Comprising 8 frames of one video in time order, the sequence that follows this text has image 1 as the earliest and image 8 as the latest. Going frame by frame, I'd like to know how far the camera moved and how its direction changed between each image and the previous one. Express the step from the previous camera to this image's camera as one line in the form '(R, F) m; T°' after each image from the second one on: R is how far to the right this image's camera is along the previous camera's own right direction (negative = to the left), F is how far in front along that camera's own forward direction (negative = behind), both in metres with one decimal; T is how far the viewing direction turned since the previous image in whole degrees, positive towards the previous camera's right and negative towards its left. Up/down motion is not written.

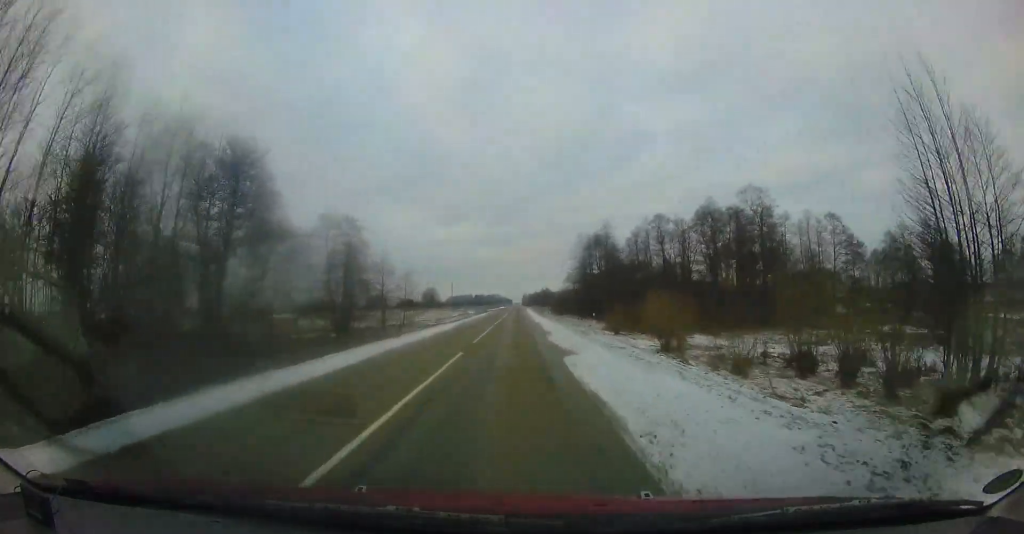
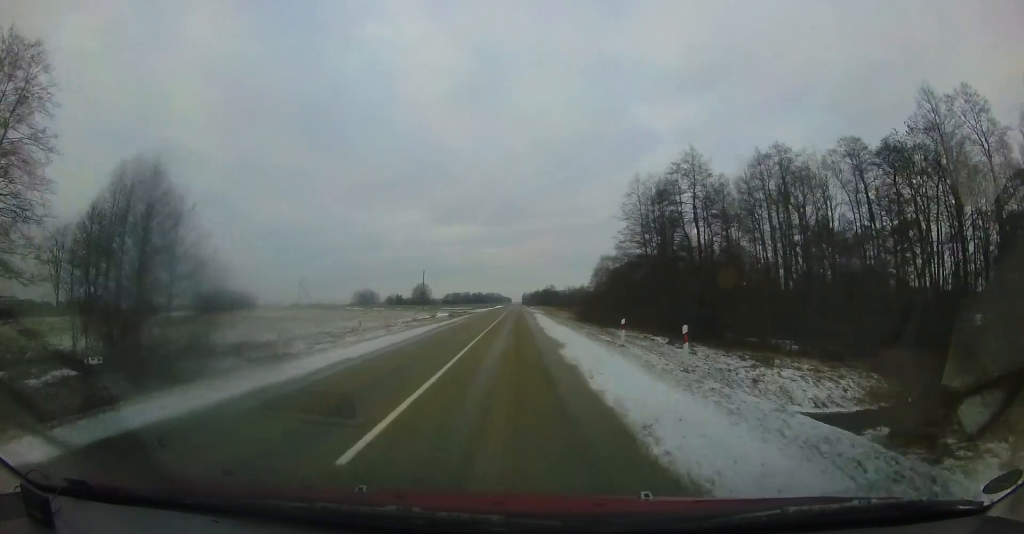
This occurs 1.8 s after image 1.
(-1.1, +34.1) m; -2°
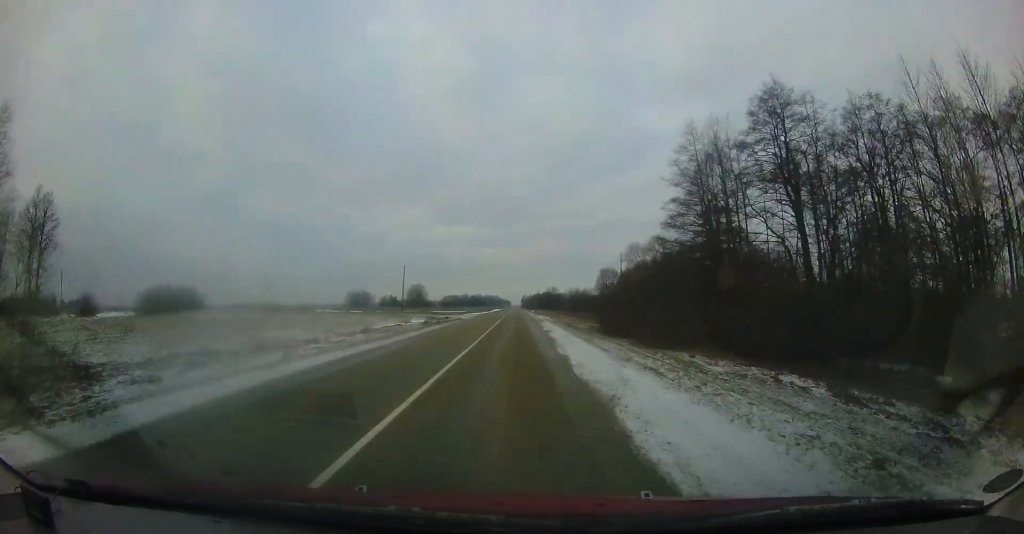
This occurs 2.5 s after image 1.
(-0.1, +13.3) m; 0°
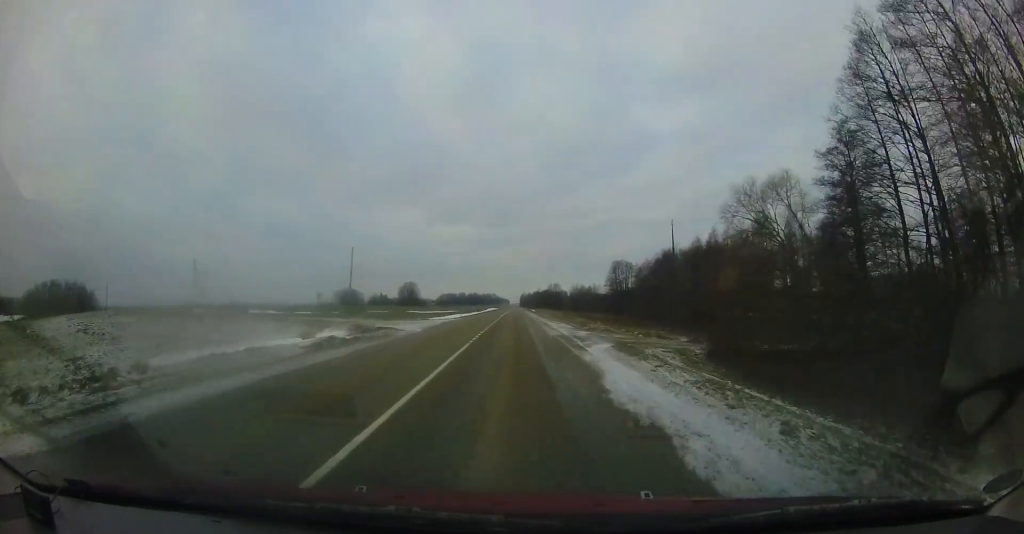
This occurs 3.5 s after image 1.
(0.0, +20.1) m; 0°
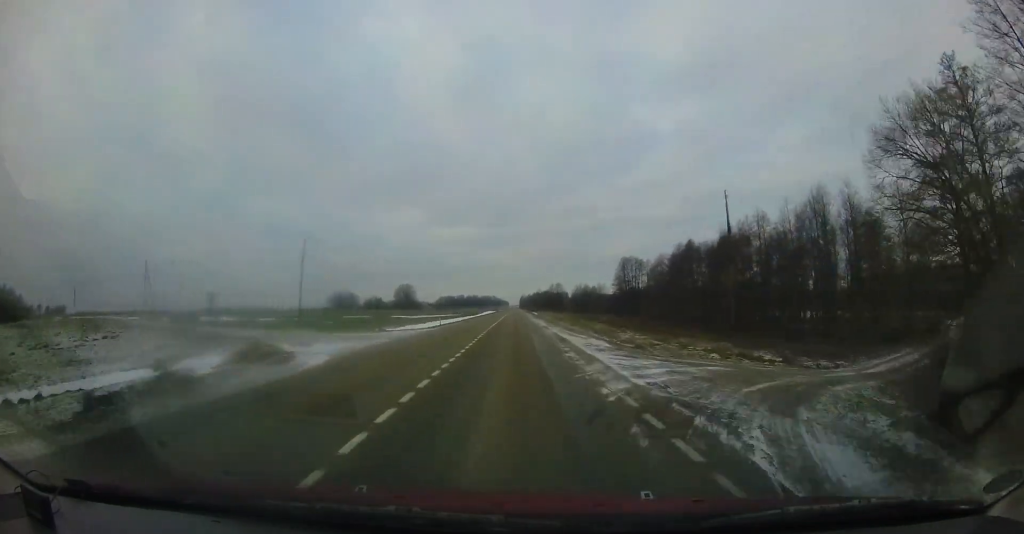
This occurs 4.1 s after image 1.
(+0.2, +10.6) m; 0°
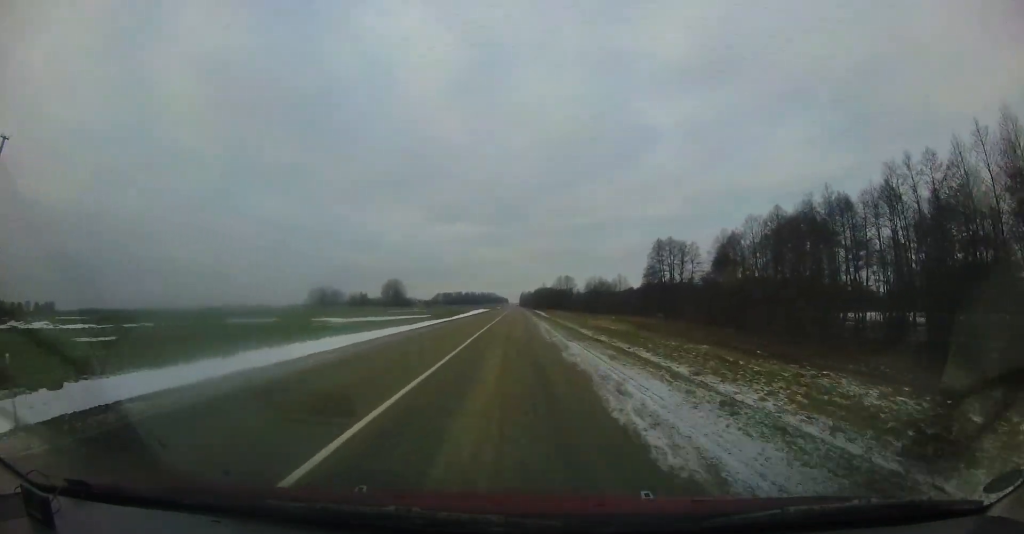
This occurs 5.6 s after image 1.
(-0.1, +28.1) m; +1°
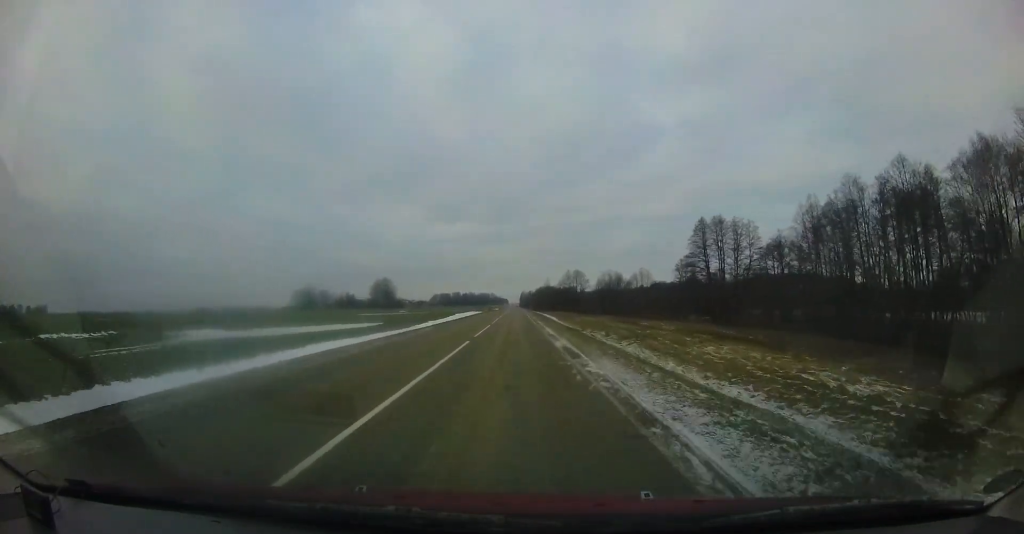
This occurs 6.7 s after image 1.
(+0.3, +21.2) m; 0°
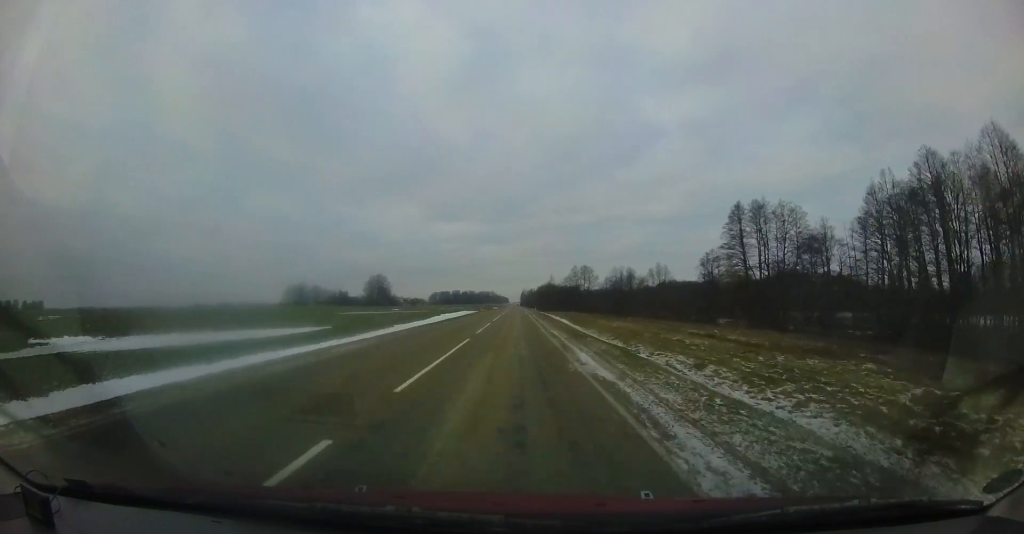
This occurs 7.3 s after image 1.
(-0.1, +11.2) m; 0°
